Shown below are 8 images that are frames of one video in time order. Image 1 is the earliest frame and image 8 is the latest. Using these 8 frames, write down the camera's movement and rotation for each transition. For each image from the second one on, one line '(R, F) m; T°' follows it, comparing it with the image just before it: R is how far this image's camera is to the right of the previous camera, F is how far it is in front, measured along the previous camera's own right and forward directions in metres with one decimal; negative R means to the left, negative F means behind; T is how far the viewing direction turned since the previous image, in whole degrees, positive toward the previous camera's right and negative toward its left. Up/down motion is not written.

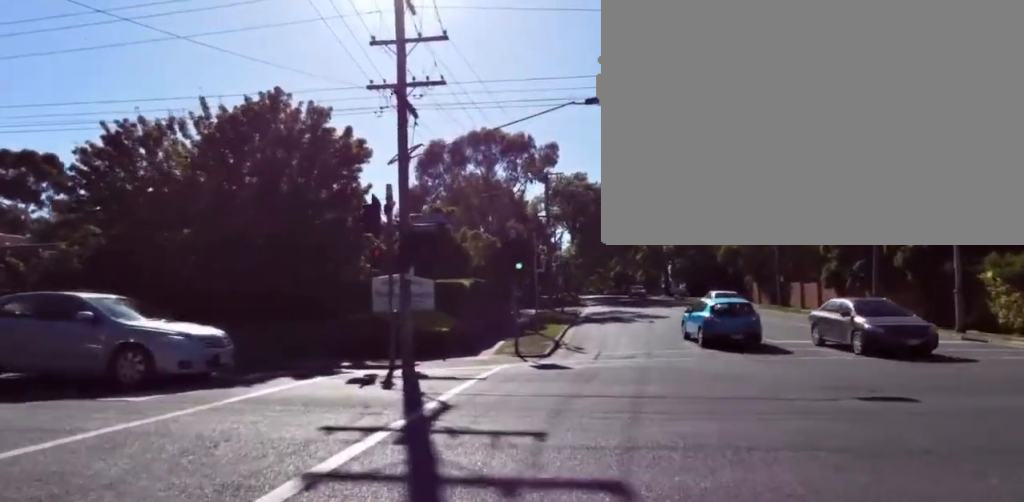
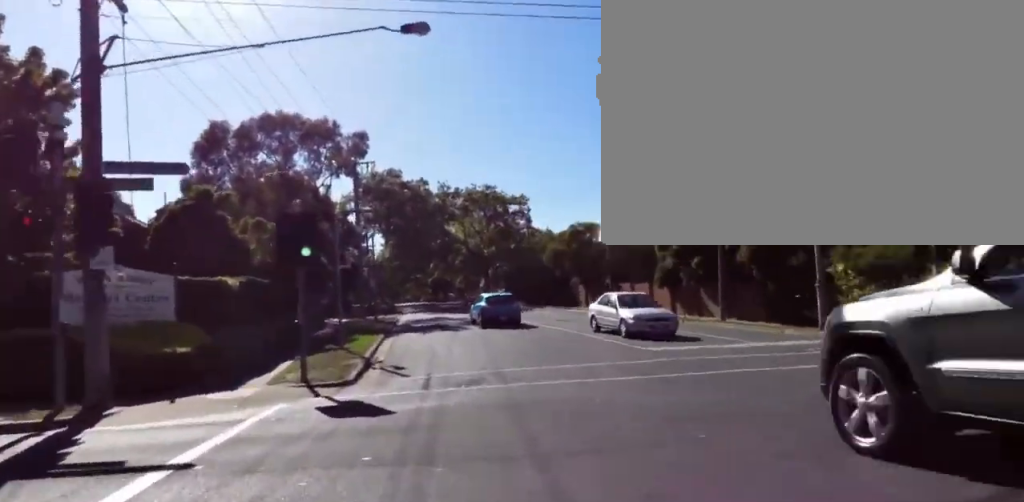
(-0.1, +5.6) m; -1°
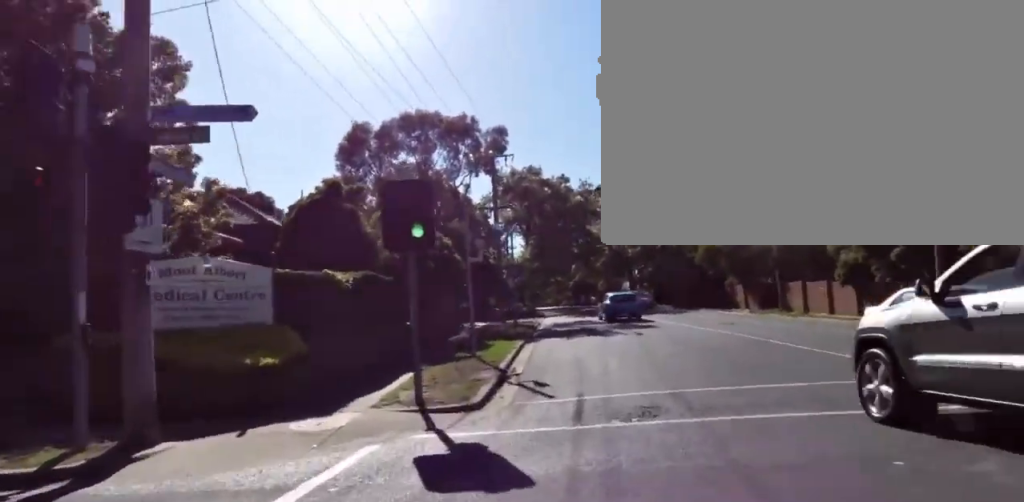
(0.0, +3.5) m; +7°
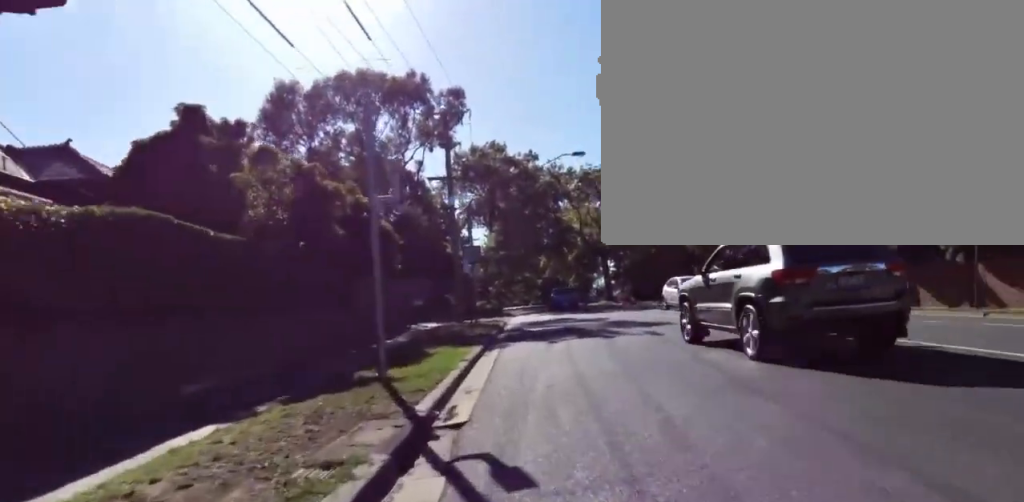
(+1.2, +7.0) m; +8°
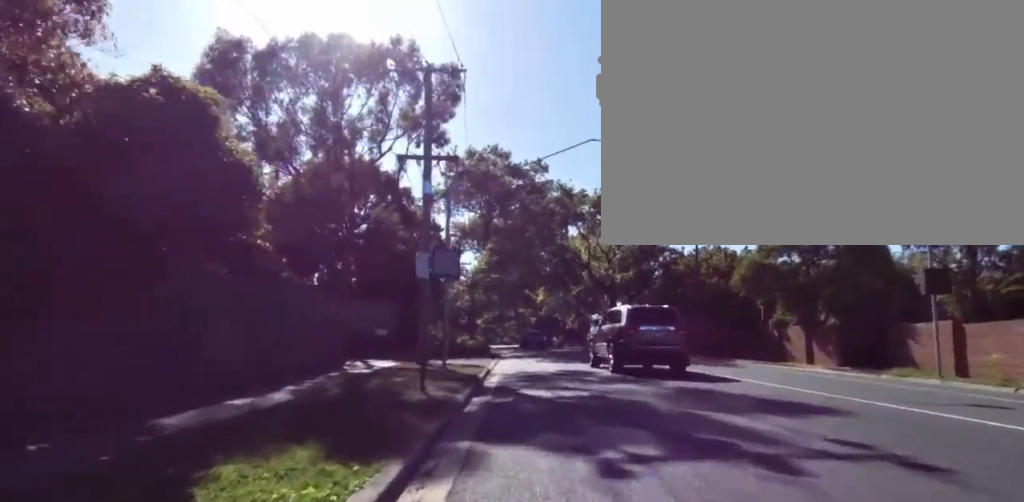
(-0.9, +9.0) m; -1°
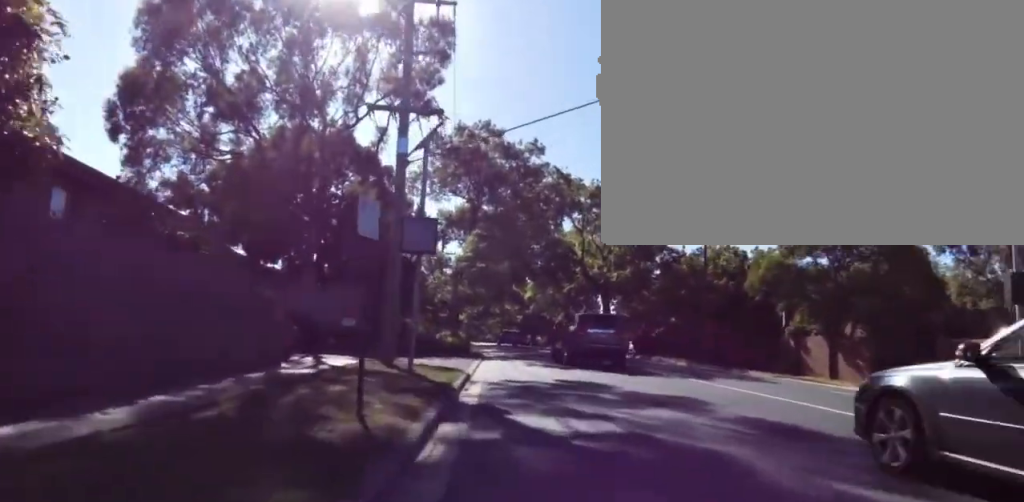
(+1.0, +3.8) m; +2°
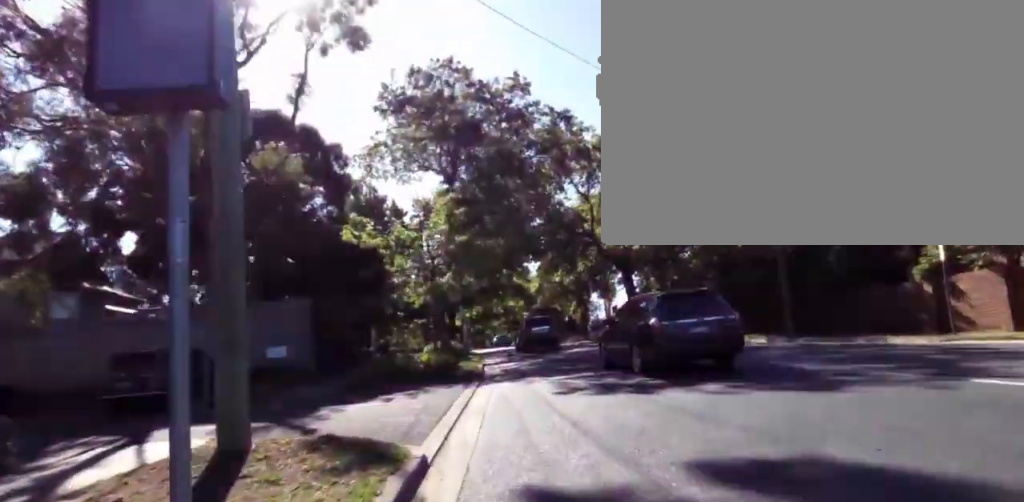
(-1.4, +8.1) m; -12°
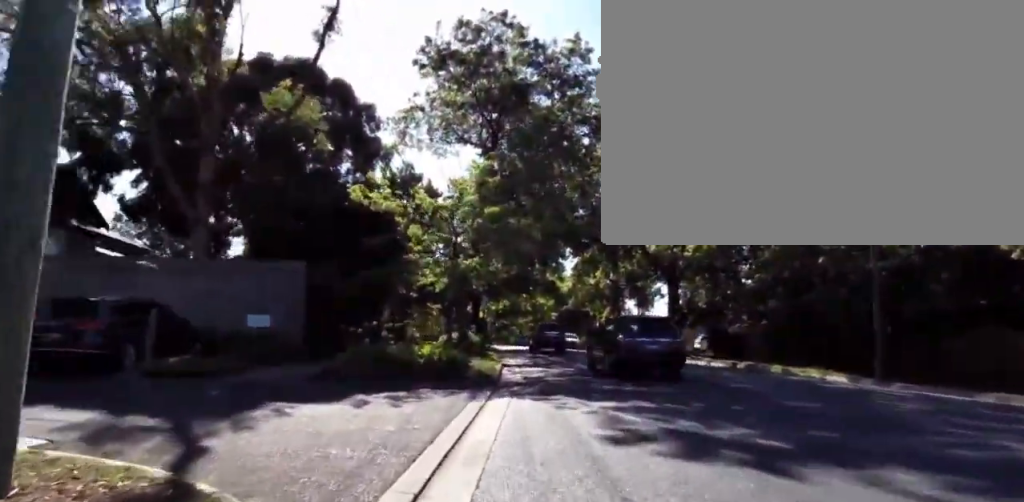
(-0.2, +3.3) m; +5°
